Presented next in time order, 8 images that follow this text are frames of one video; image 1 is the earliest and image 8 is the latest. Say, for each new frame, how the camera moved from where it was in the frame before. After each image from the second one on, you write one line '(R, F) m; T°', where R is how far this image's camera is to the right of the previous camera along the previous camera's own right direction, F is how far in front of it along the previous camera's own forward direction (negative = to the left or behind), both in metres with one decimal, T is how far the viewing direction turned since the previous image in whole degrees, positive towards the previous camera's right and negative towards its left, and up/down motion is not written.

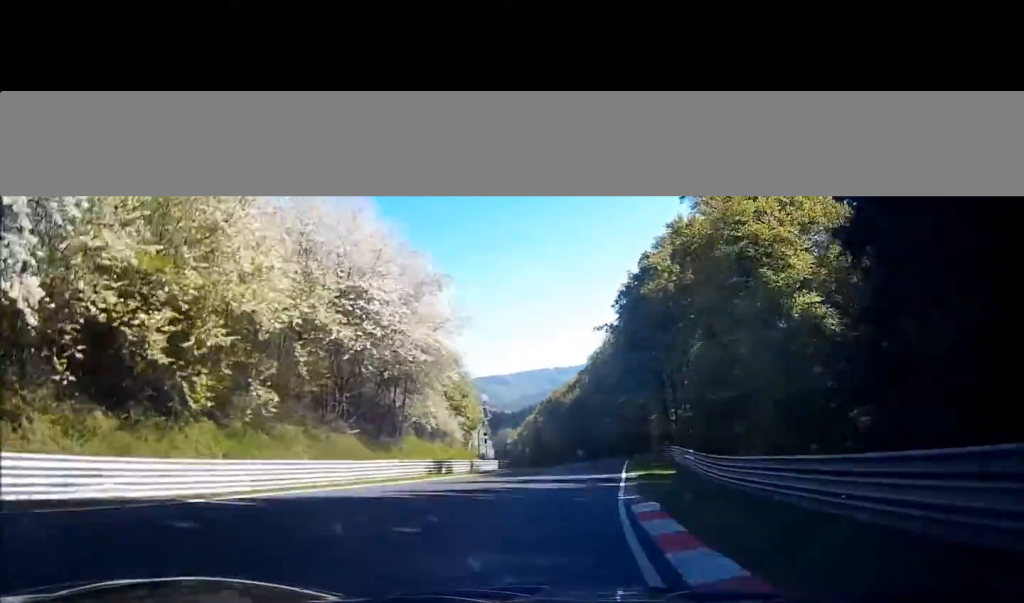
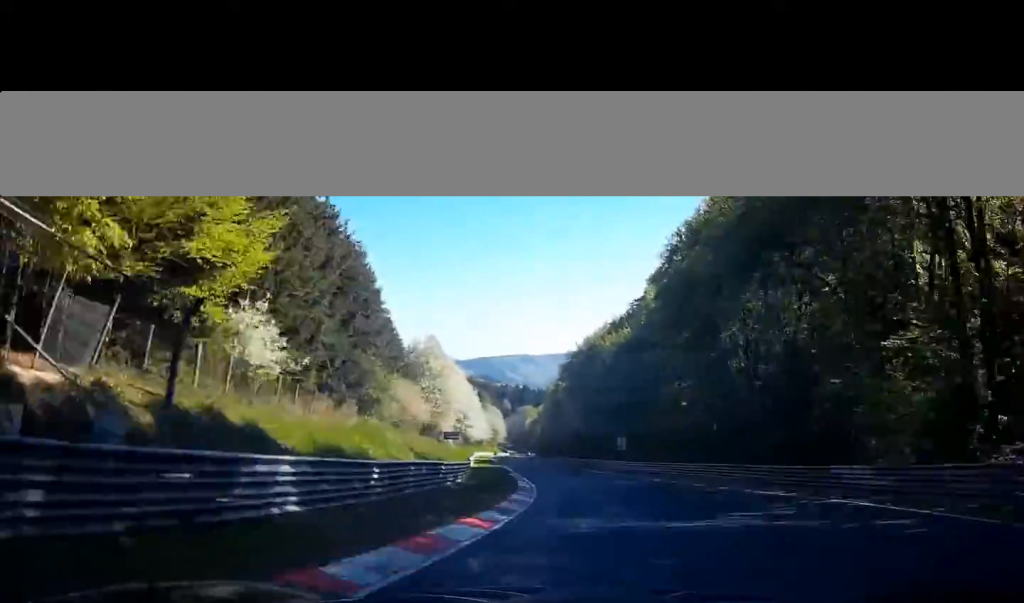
(-0.3, +69.8) m; -1°
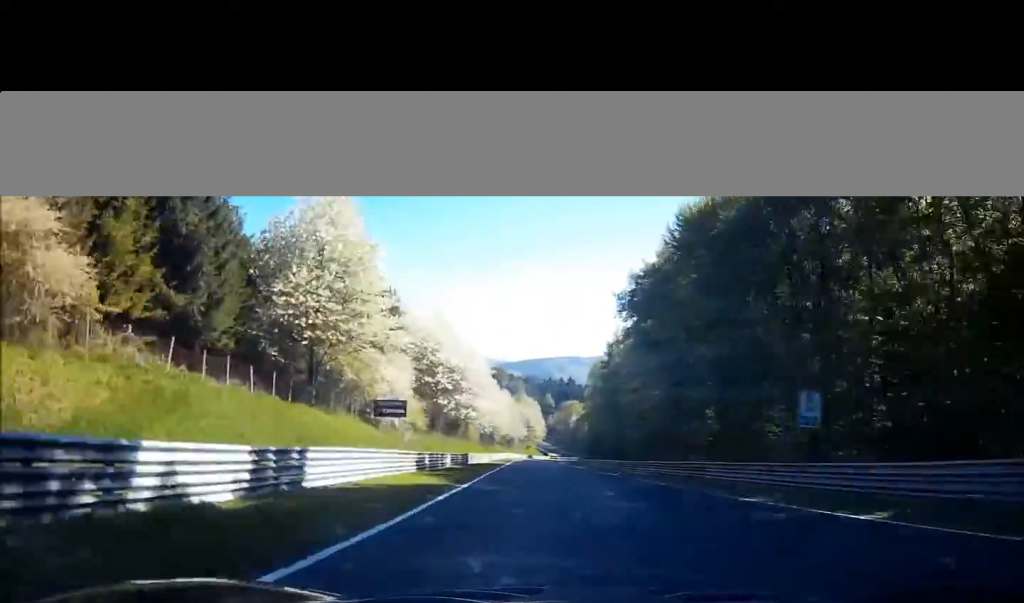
(-0.6, +52.6) m; -2°
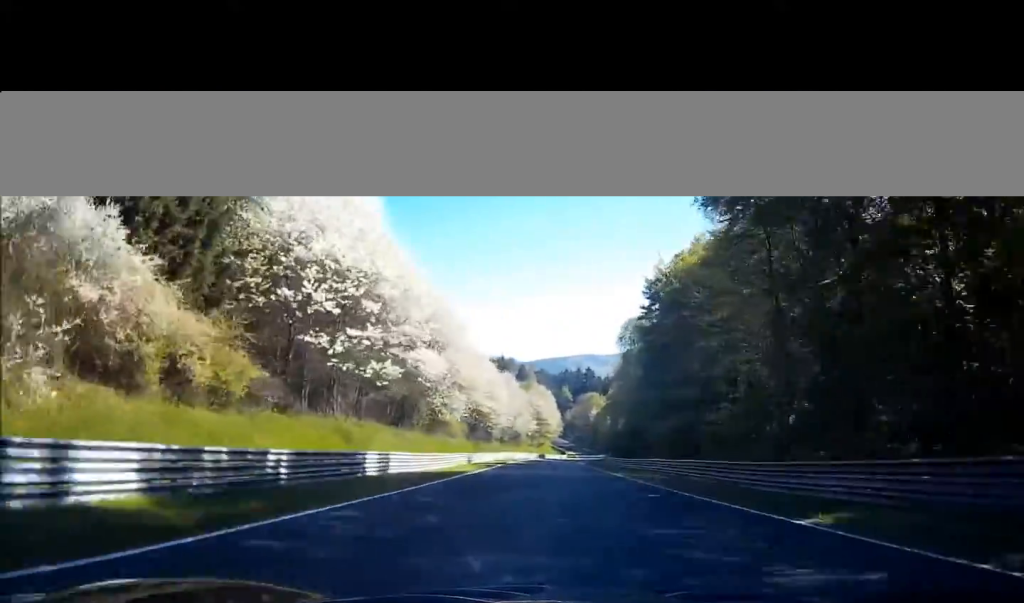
(-0.6, +40.2) m; -1°
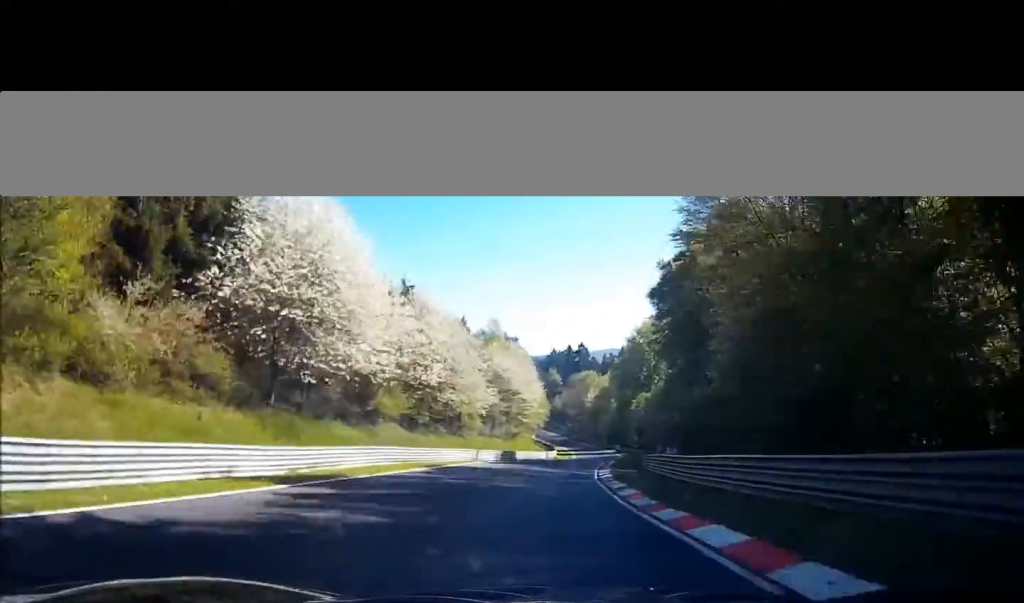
(-0.9, +72.6) m; 0°
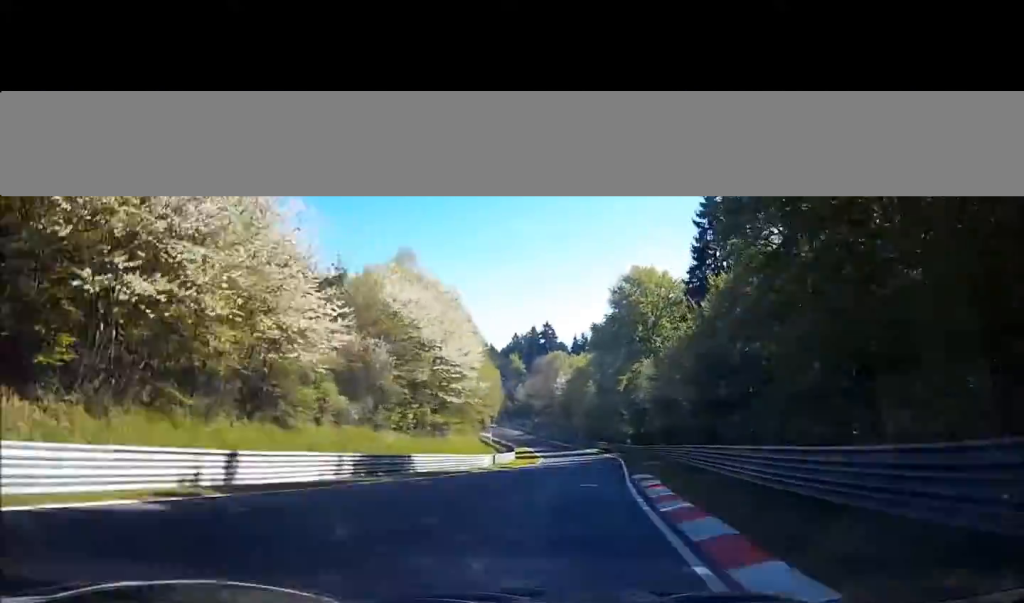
(+0.8, +46.1) m; +1°
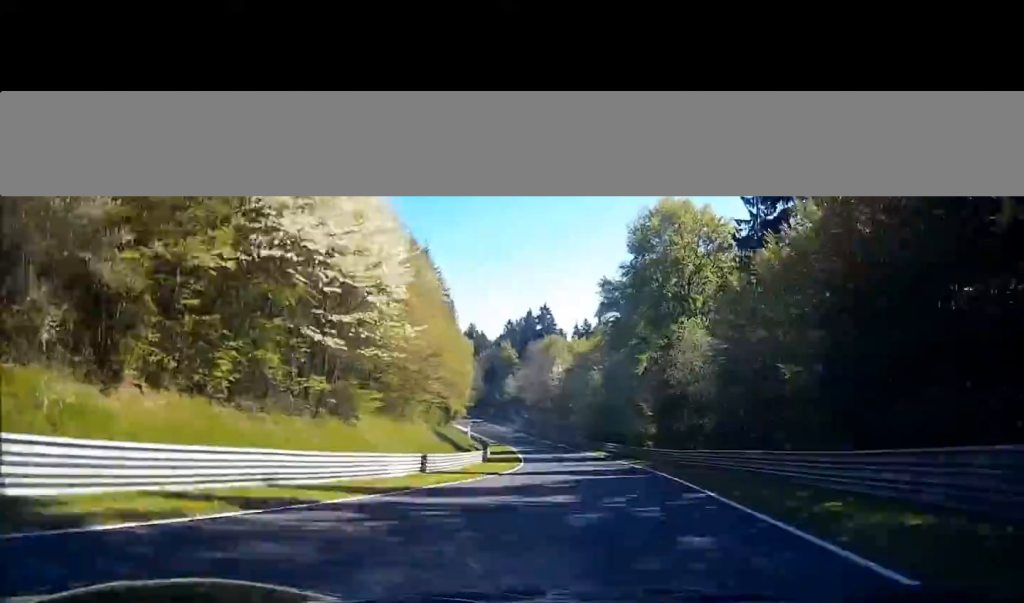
(+0.2, +31.8) m; 0°
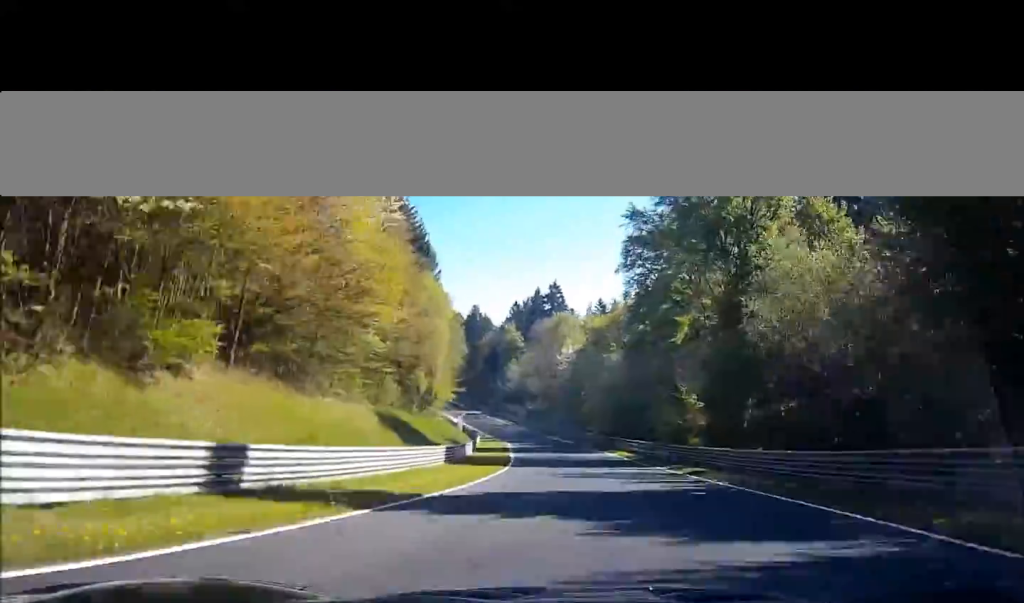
(+0.1, +21.1) m; -1°
